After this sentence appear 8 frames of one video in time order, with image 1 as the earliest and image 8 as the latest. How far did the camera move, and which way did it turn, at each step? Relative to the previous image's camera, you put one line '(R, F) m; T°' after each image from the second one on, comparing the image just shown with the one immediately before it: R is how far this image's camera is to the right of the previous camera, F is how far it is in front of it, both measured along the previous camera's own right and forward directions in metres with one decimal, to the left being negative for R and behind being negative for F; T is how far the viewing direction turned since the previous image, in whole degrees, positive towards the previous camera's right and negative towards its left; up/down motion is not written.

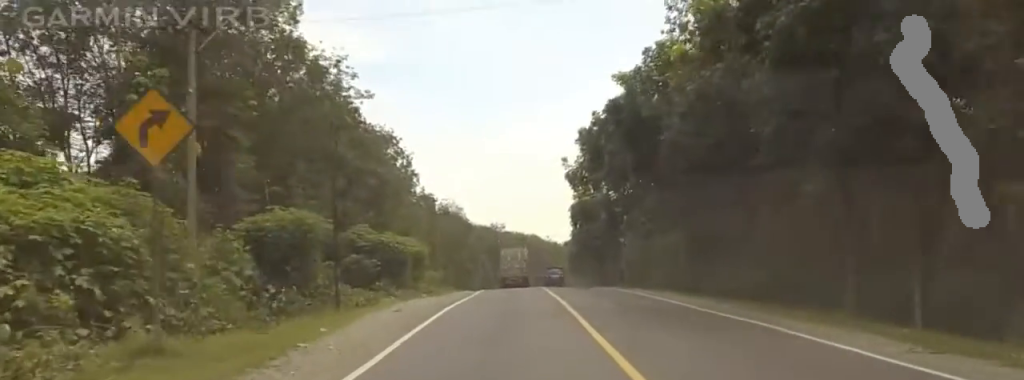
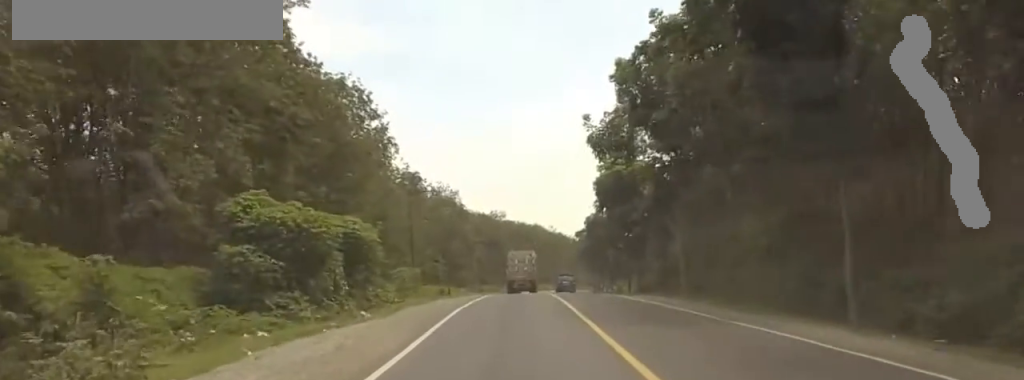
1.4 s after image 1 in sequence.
(+1.0, +20.7) m; +4°
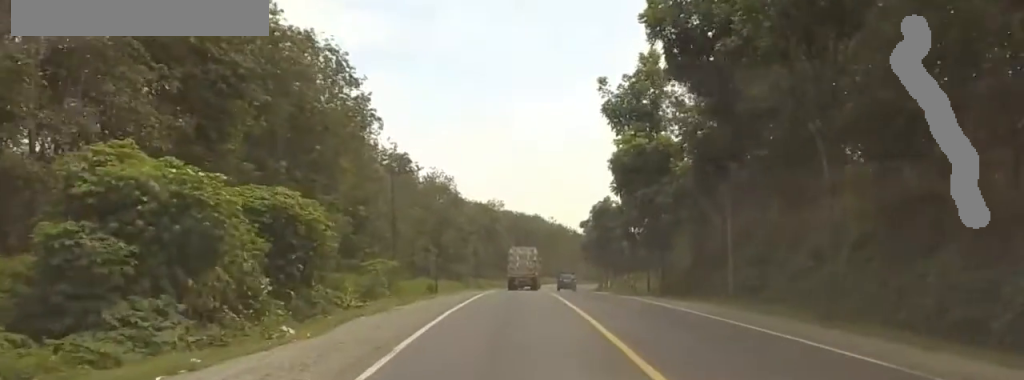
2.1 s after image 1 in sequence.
(-0.1, +9.3) m; 0°
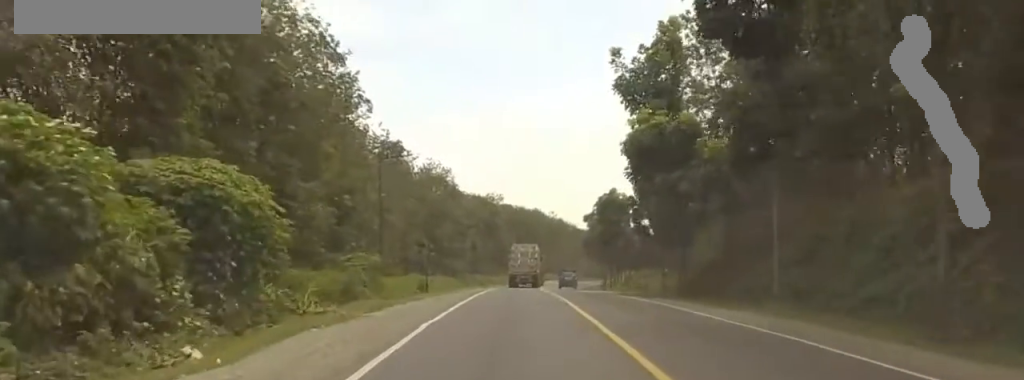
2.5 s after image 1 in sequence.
(-0.1, +5.4) m; -1°
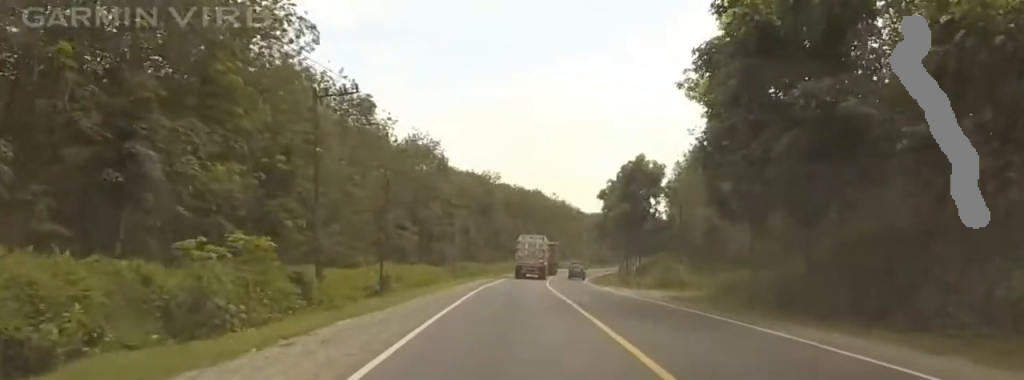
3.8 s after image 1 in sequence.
(-0.1, +16.3) m; 0°
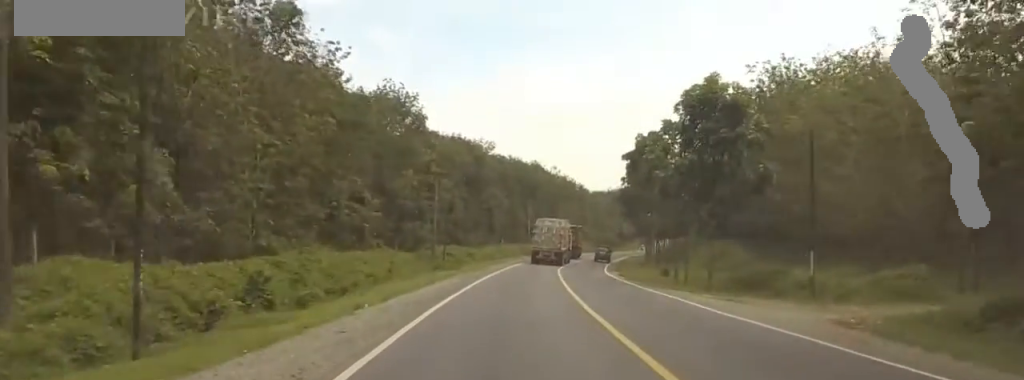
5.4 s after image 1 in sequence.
(0.0, +20.9) m; +1°
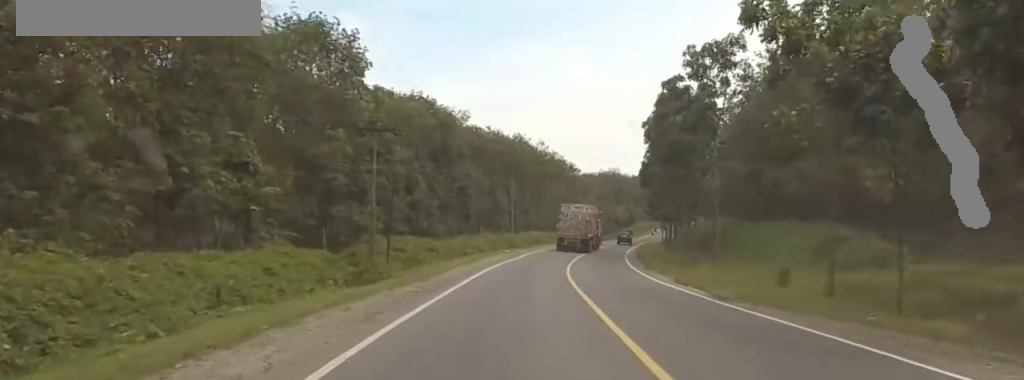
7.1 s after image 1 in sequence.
(+0.2, +22.7) m; 0°
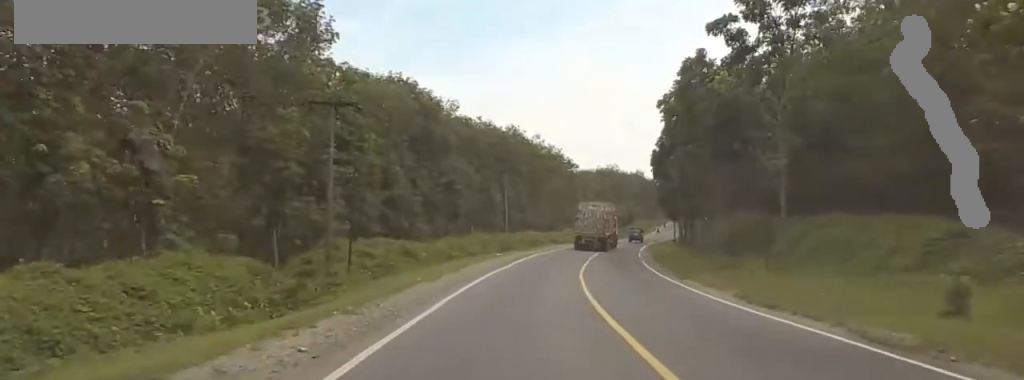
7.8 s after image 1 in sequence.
(-0.1, +9.2) m; -1°
